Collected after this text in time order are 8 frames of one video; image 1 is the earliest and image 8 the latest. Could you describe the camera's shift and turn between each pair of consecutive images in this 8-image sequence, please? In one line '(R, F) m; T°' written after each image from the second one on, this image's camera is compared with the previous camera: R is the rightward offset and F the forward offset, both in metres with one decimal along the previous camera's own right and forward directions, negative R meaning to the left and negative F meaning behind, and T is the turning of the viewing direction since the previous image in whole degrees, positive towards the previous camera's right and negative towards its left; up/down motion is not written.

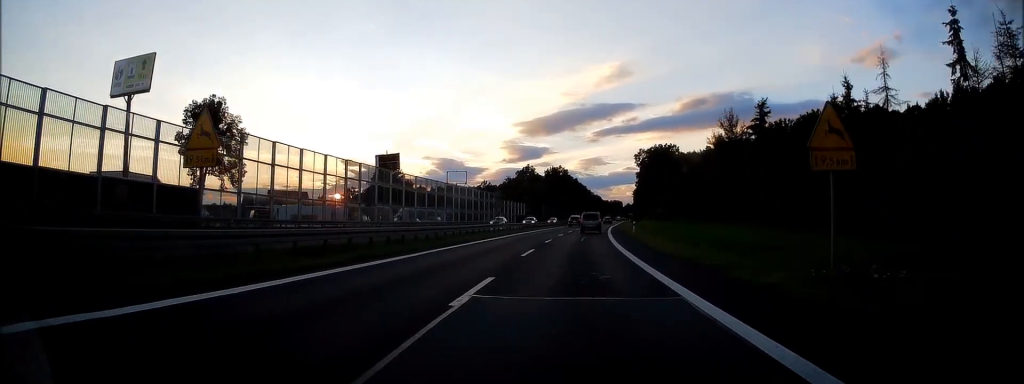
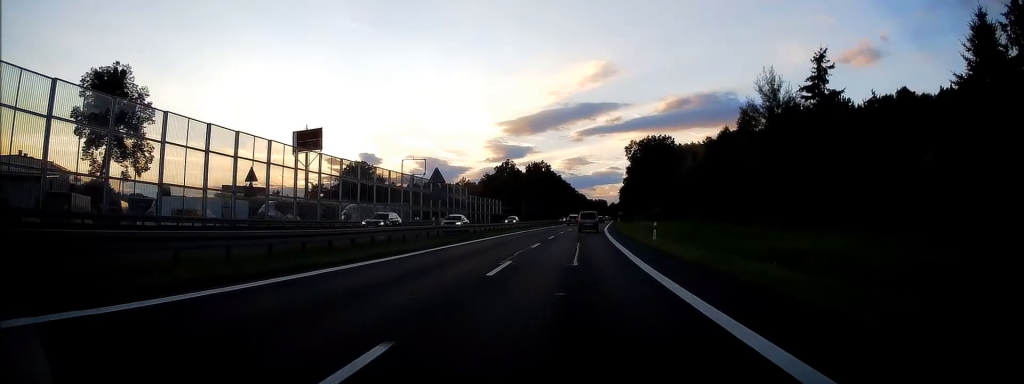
(+0.2, +18.9) m; +2°
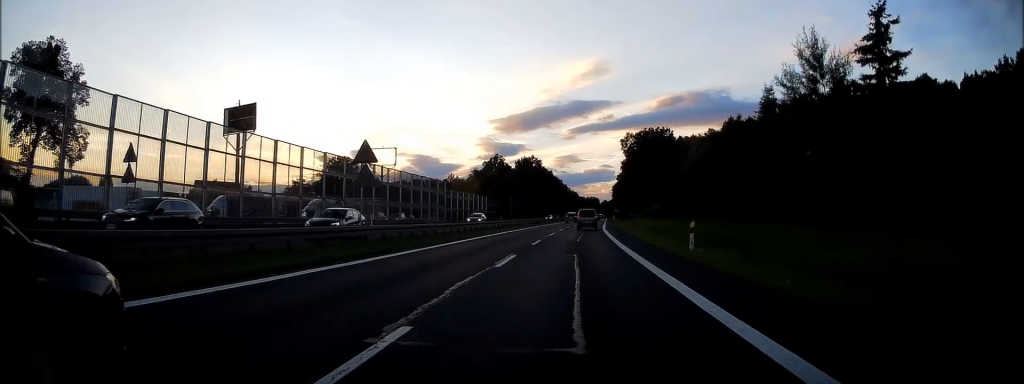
(-0.1, +10.6) m; +1°
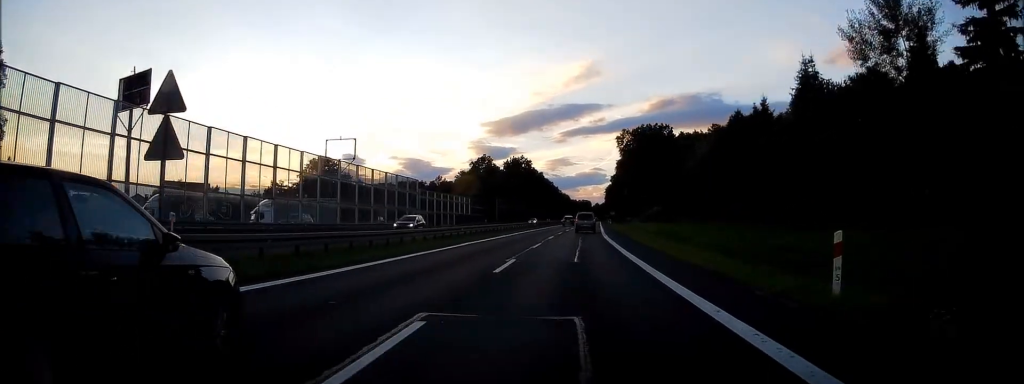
(+0.4, +11.5) m; +1°
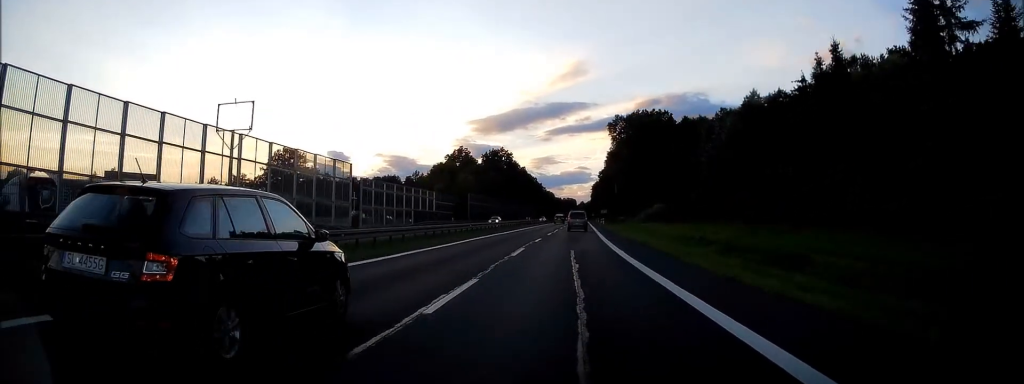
(+0.3, +18.5) m; +1°
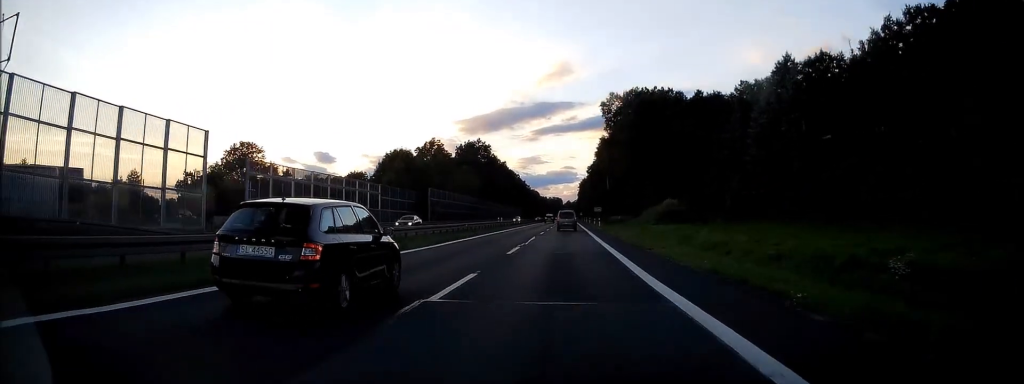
(+0.1, +21.7) m; +1°
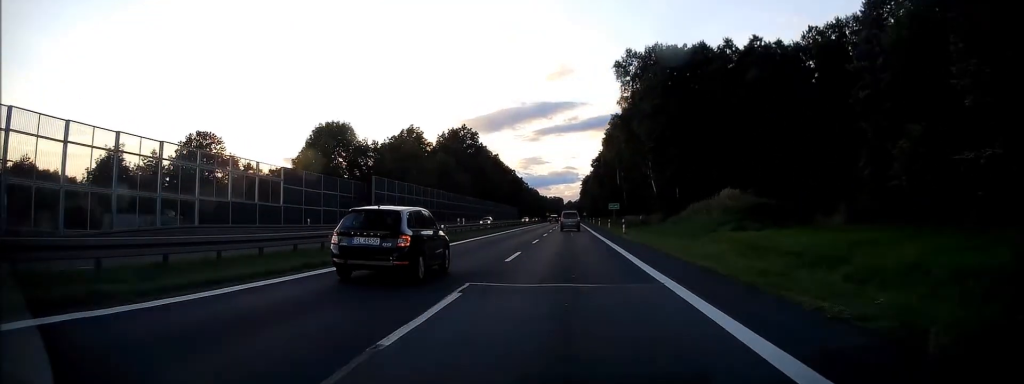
(+0.4, +26.6) m; +1°
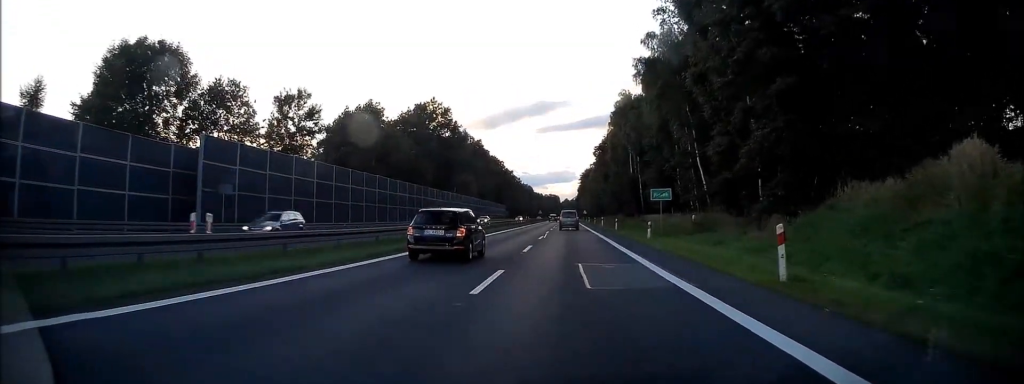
(-0.1, +30.9) m; 0°
